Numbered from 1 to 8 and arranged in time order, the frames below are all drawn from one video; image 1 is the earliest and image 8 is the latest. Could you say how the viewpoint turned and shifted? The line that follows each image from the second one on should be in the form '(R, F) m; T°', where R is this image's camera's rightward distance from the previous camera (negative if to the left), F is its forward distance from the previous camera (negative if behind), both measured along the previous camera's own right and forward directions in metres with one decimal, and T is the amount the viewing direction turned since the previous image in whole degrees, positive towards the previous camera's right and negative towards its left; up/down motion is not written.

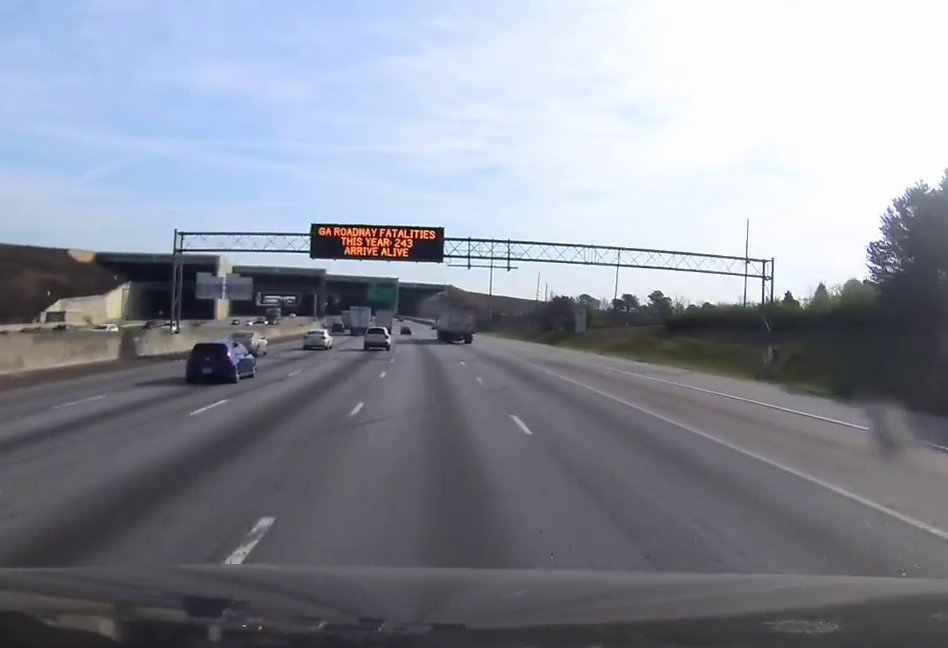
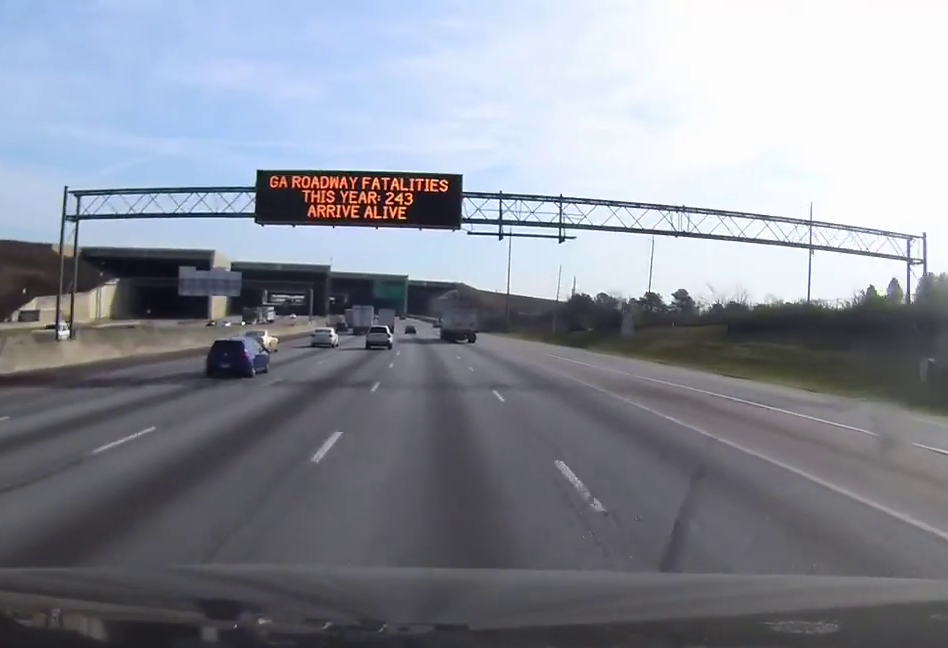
(+0.1, +18.0) m; -2°
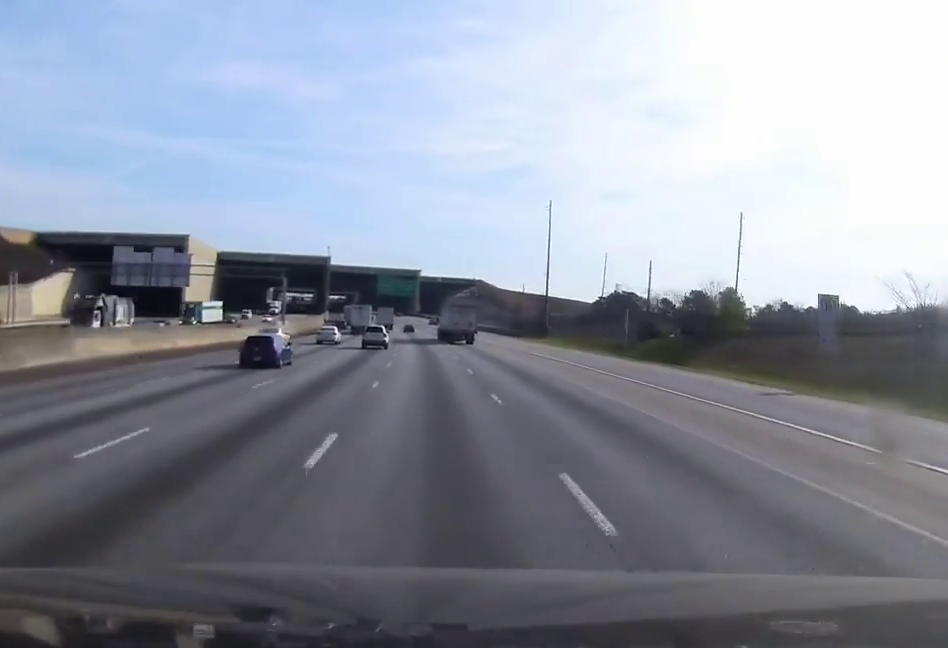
(-1.7, +37.0) m; -3°
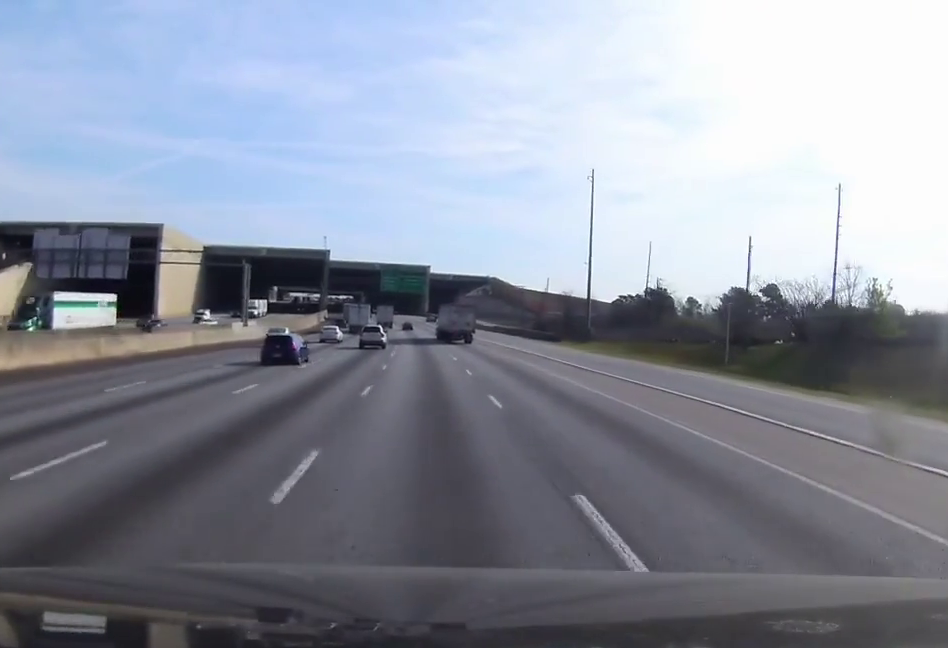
(0.0, +26.1) m; 0°
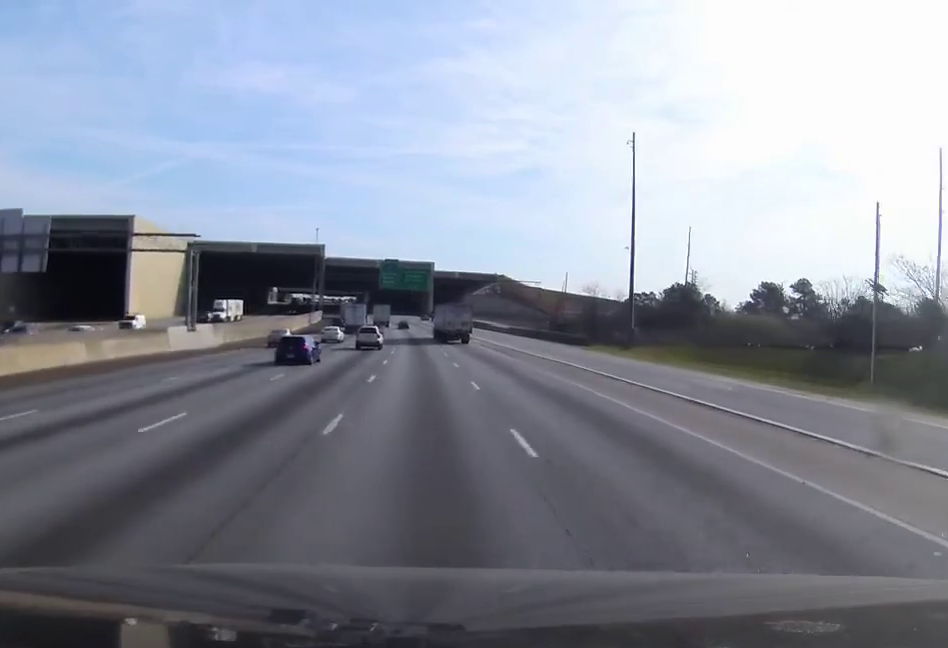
(0.0, +19.0) m; 0°
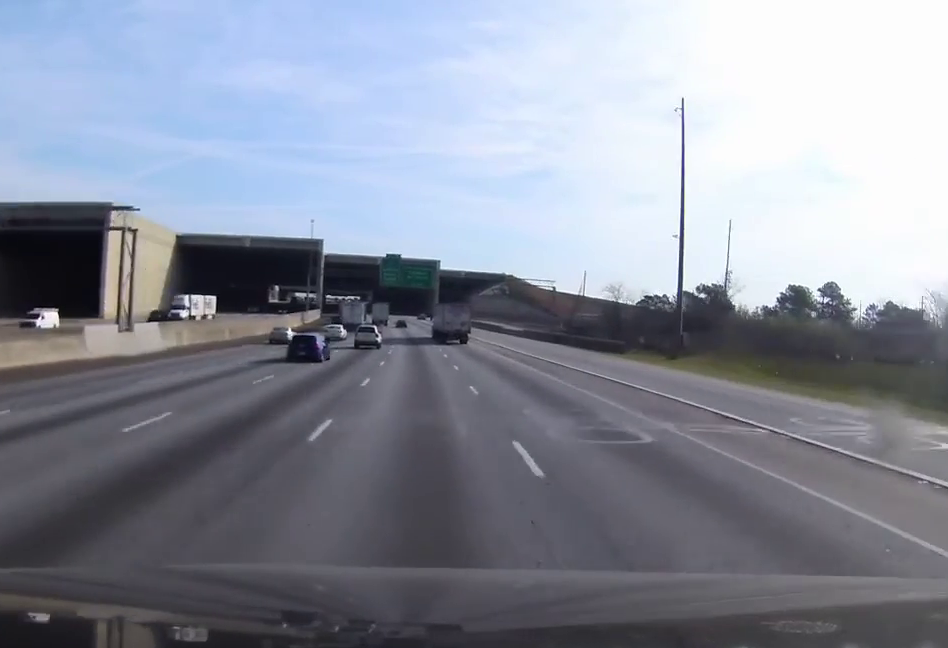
(0.0, +13.9) m; 0°
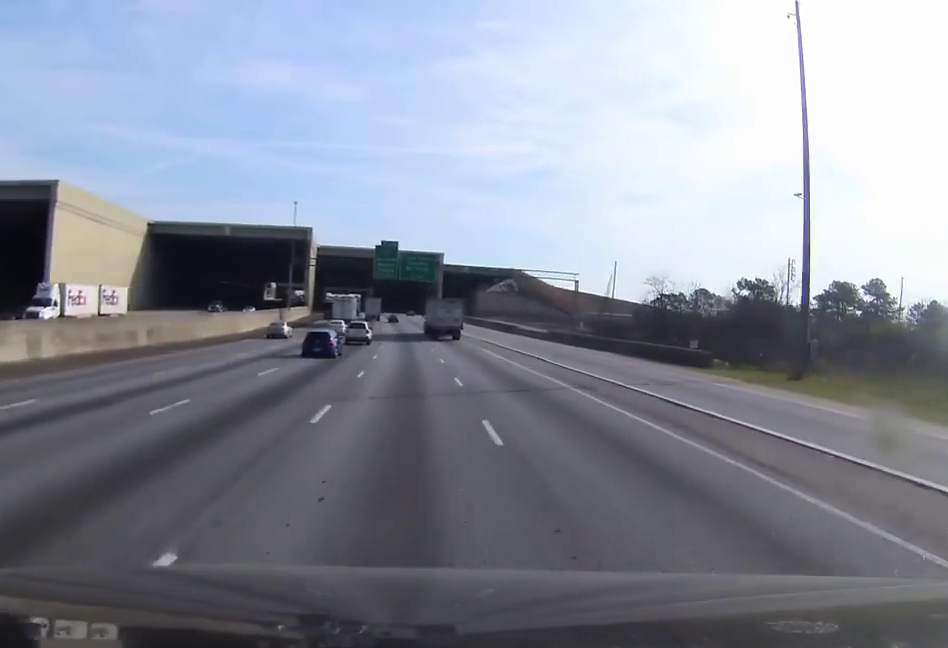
(0.0, +21.9) m; 0°
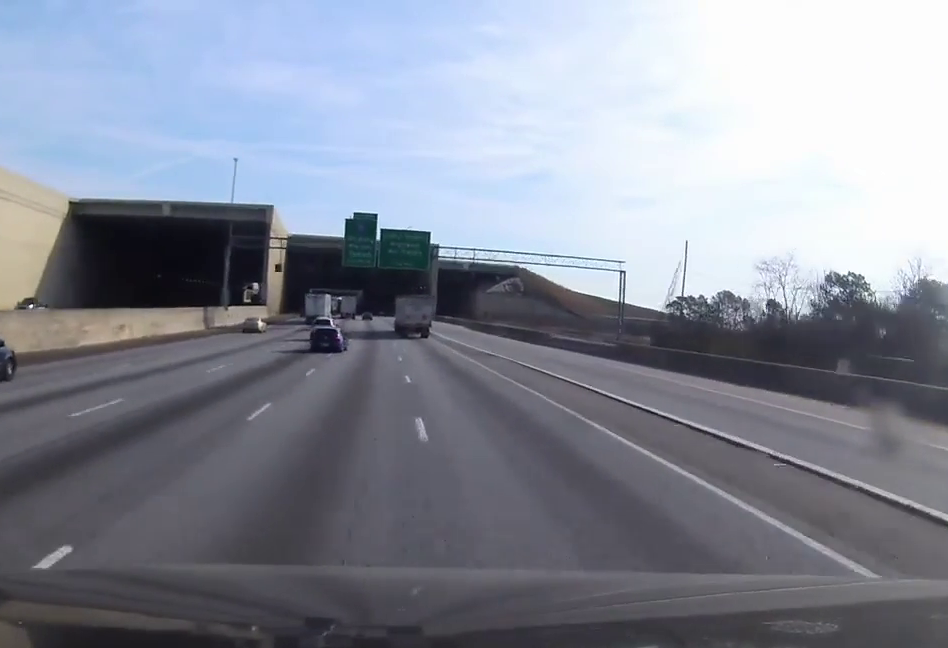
(-0.3, +36.5) m; 0°
